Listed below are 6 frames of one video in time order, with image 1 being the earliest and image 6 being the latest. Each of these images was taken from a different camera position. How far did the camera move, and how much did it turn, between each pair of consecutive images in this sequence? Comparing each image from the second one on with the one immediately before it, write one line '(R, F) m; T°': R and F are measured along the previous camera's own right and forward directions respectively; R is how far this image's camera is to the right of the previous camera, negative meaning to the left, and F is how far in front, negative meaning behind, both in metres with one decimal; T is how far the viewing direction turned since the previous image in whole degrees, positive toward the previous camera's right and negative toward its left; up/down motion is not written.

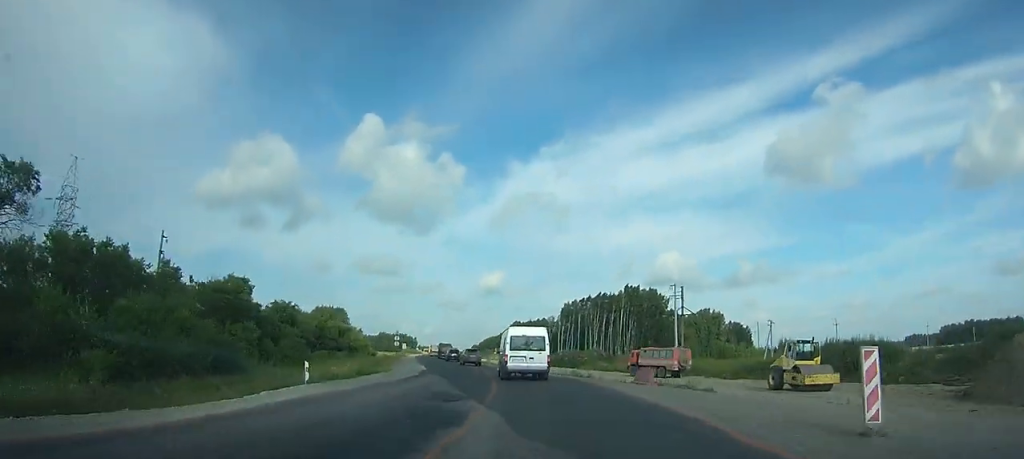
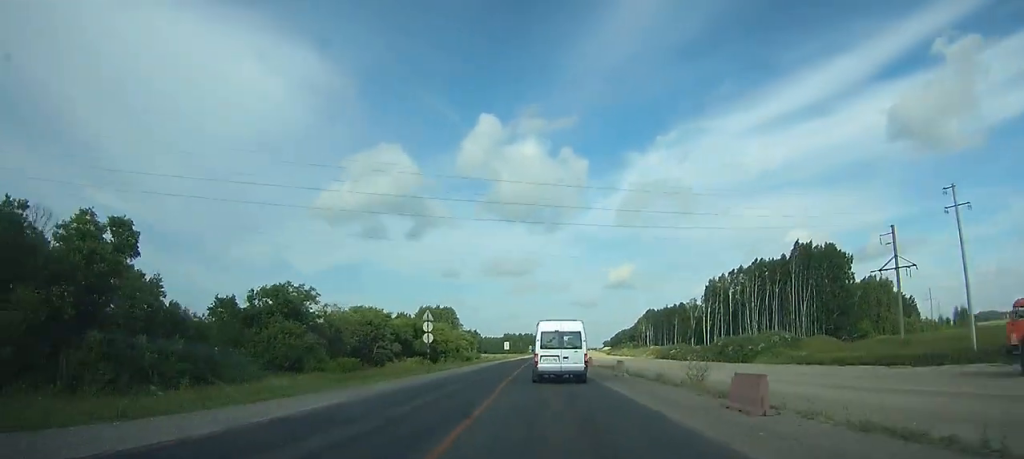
(-3.3, +43.5) m; -8°
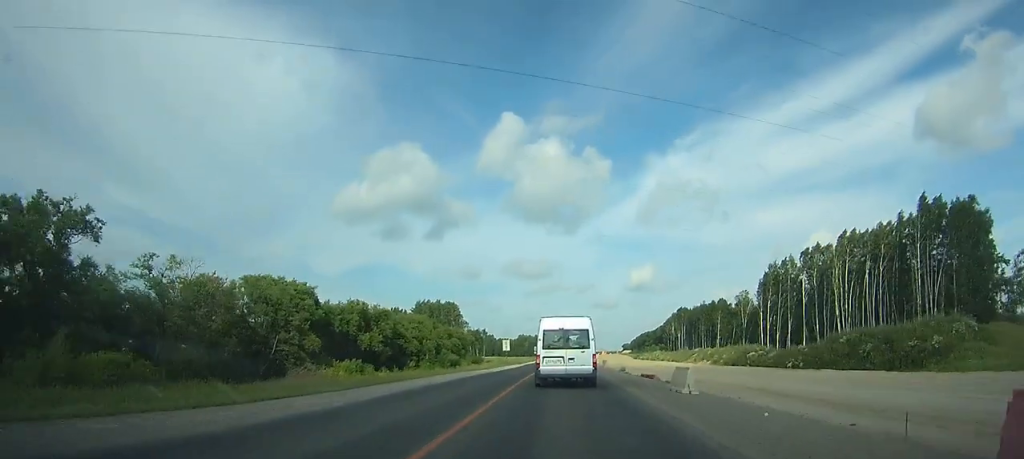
(-1.6, +40.5) m; -3°
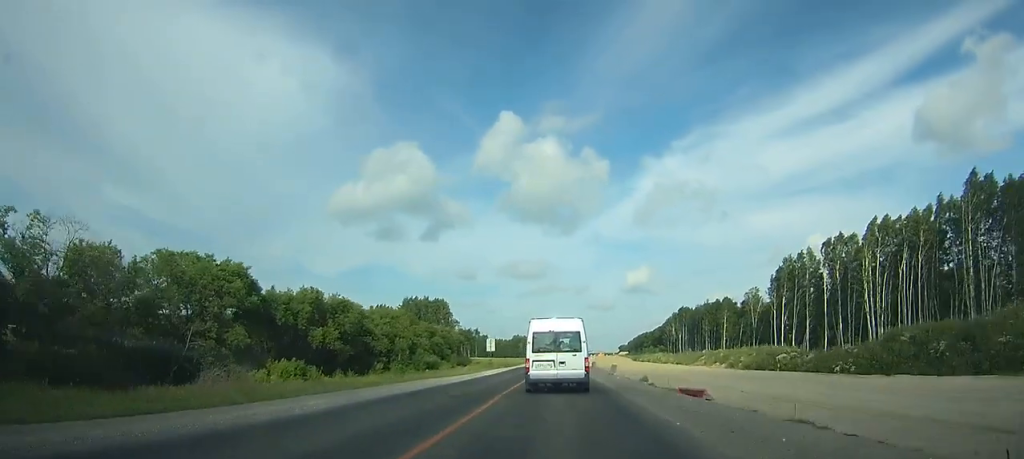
(0.0, +14.1) m; 0°
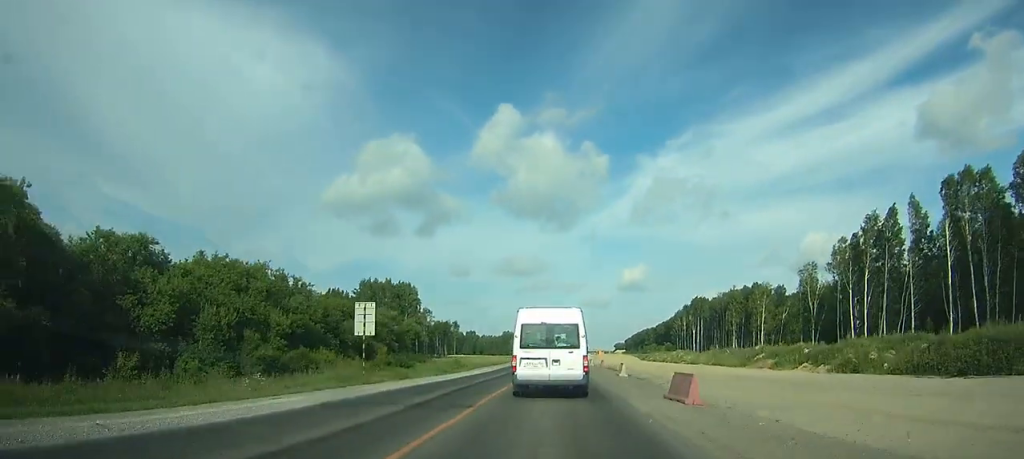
(+0.2, +45.9) m; +1°
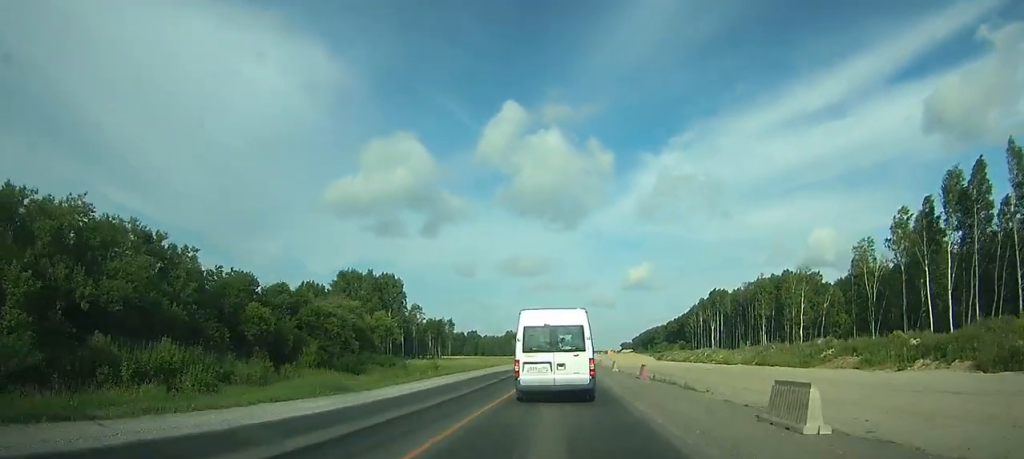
(+0.1, +24.6) m; 0°
